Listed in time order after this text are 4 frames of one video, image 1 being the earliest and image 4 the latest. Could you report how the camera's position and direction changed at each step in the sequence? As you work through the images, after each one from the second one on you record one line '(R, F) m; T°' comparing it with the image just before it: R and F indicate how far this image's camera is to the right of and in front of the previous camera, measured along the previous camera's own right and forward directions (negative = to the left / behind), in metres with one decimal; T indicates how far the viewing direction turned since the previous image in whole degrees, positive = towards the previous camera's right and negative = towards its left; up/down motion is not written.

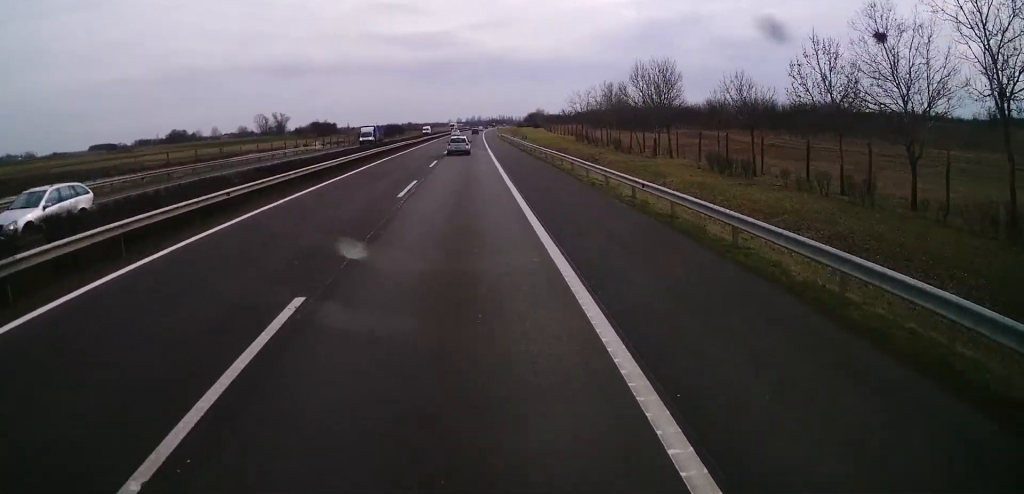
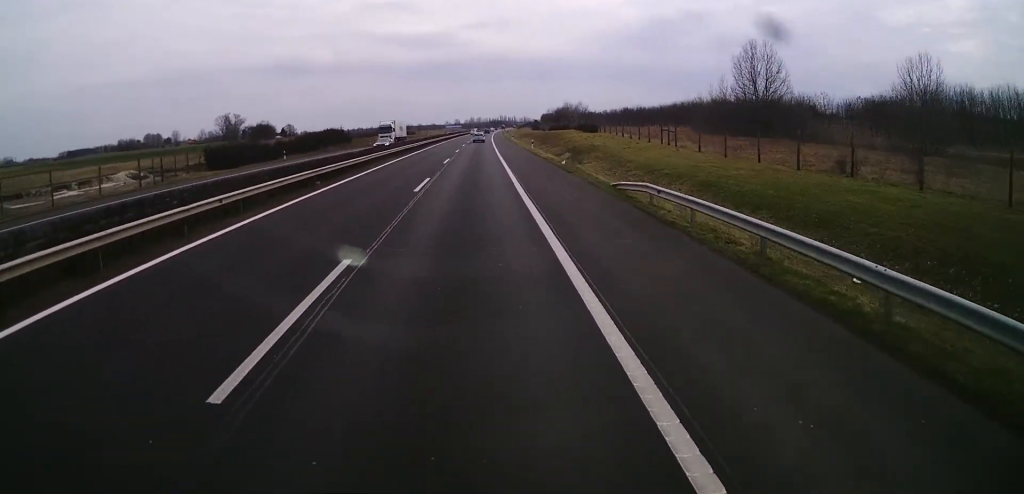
(+0.4, +101.0) m; 0°
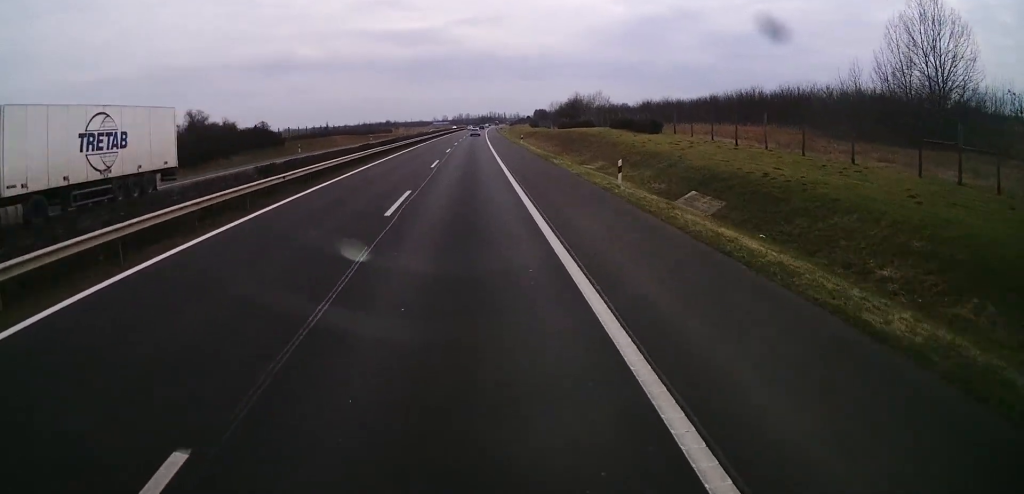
(+0.6, +43.1) m; 0°
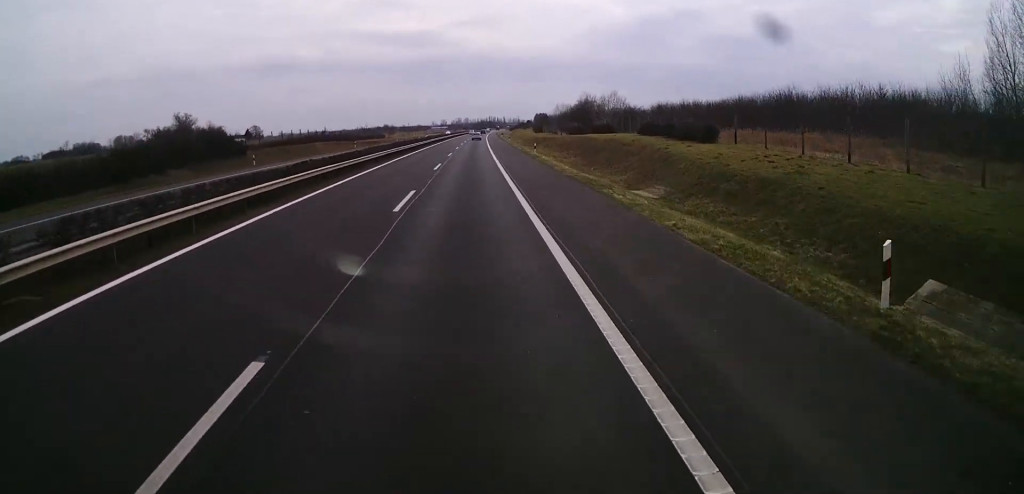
(-0.2, +16.2) m; 0°
